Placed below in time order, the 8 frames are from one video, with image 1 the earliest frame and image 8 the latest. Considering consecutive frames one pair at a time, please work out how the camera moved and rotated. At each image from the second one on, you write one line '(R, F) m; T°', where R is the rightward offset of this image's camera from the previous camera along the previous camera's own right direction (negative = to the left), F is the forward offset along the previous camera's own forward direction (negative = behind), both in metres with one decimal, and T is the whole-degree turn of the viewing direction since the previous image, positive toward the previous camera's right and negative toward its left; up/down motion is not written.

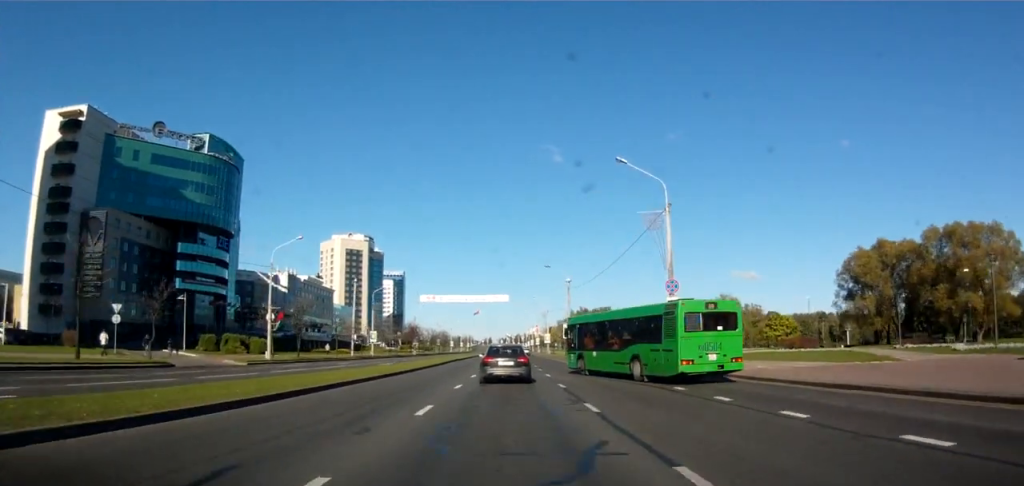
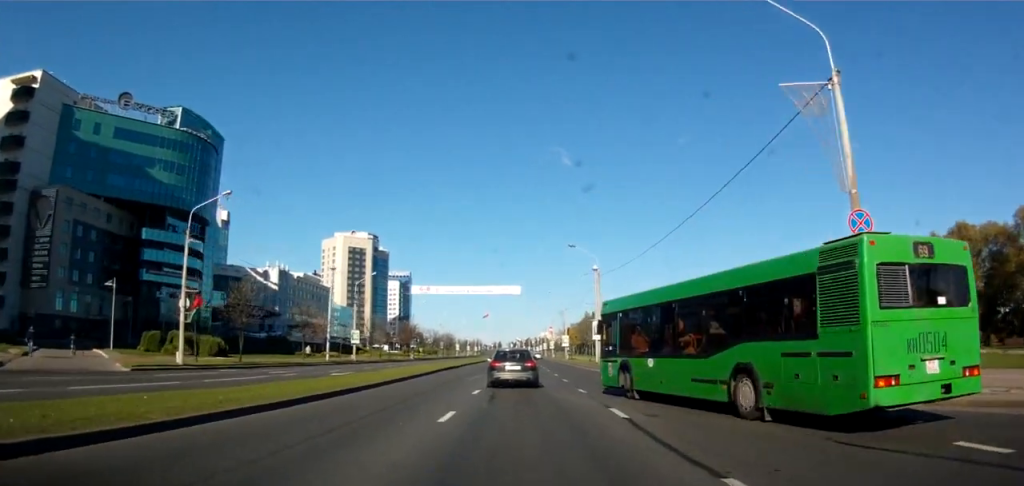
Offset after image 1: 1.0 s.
(-0.1, +16.7) m; -1°
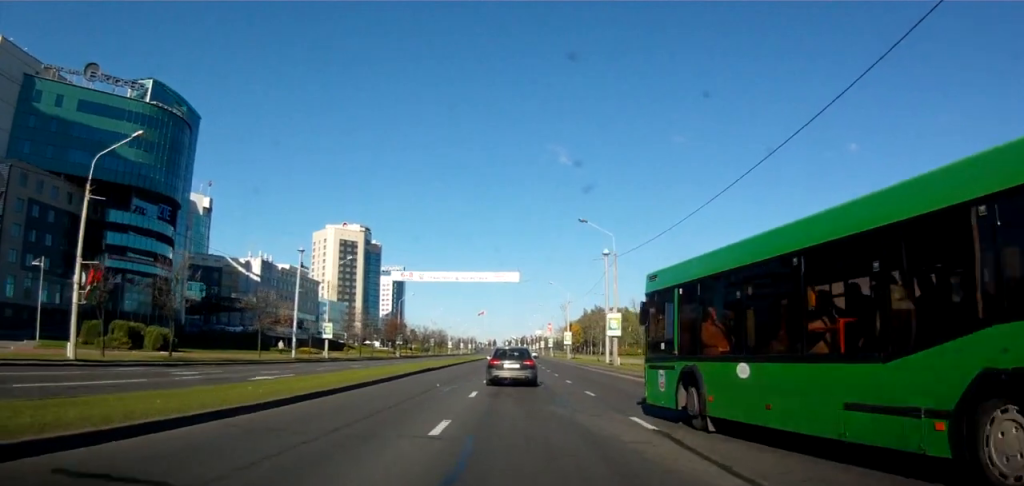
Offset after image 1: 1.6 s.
(0.0, +10.1) m; 0°
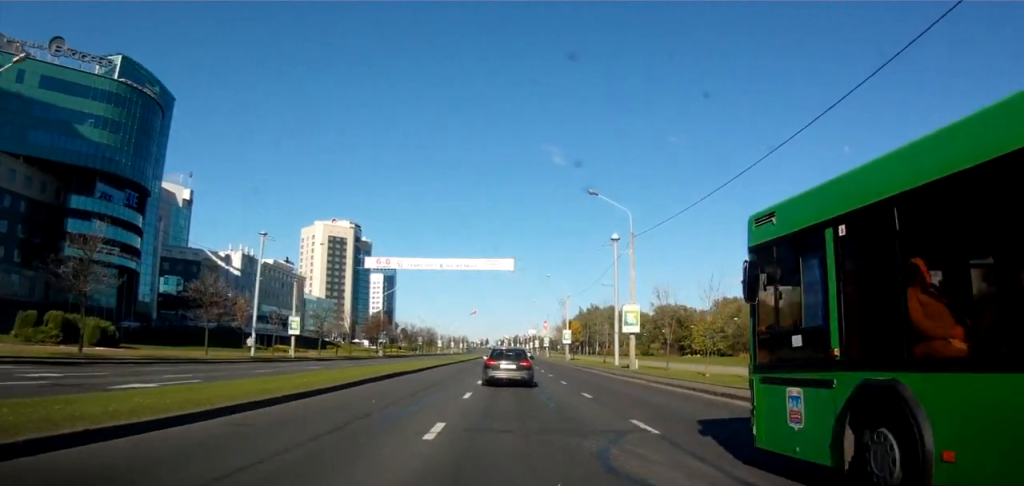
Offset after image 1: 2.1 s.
(-0.2, +8.1) m; +1°
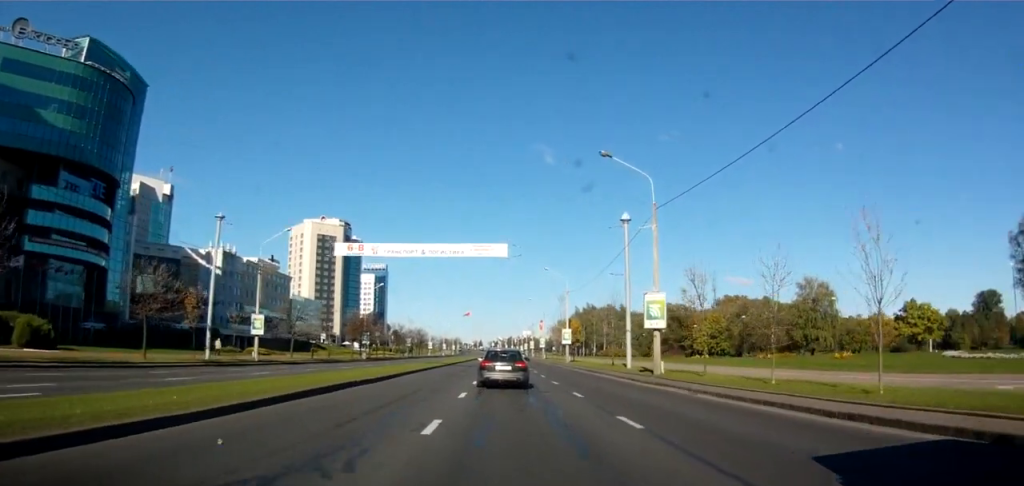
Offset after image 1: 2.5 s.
(-0.1, +7.4) m; +1°
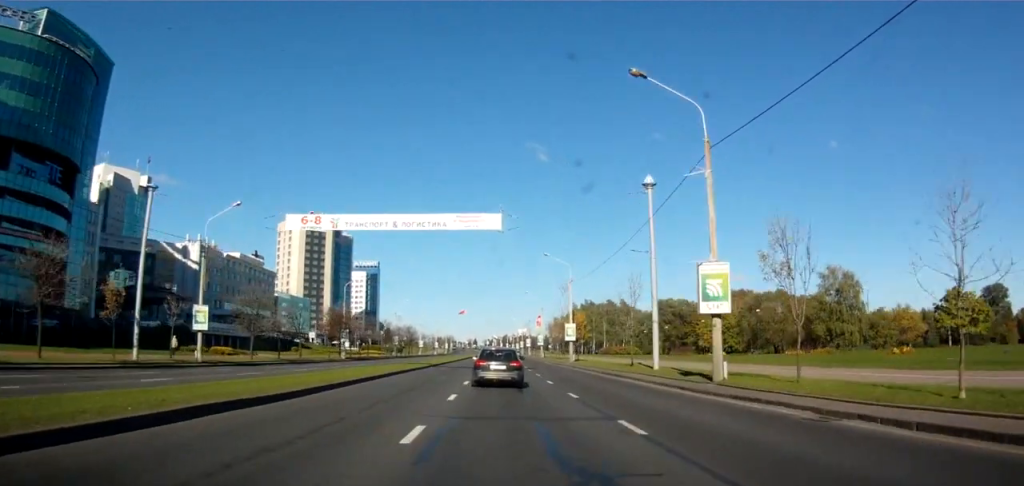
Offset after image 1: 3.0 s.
(+0.5, +8.8) m; +1°
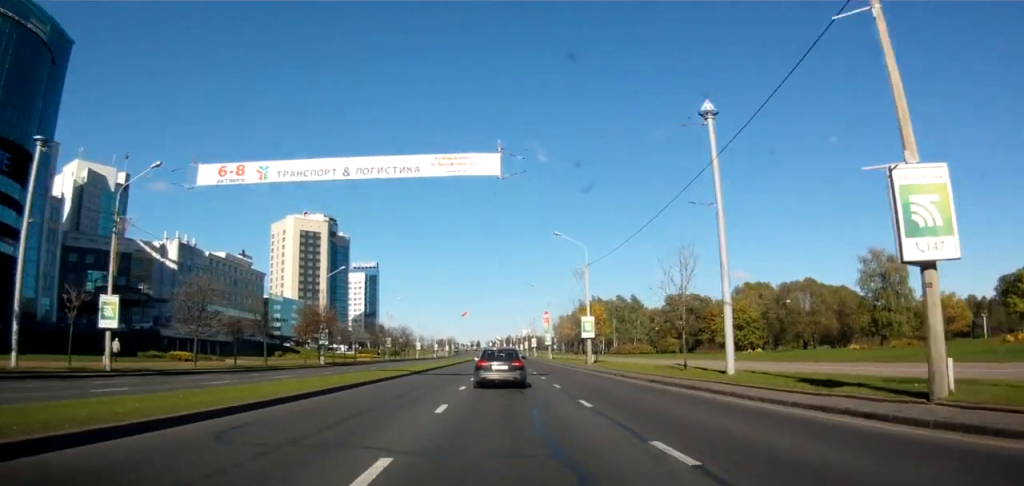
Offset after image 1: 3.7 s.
(+0.1, +10.9) m; 0°
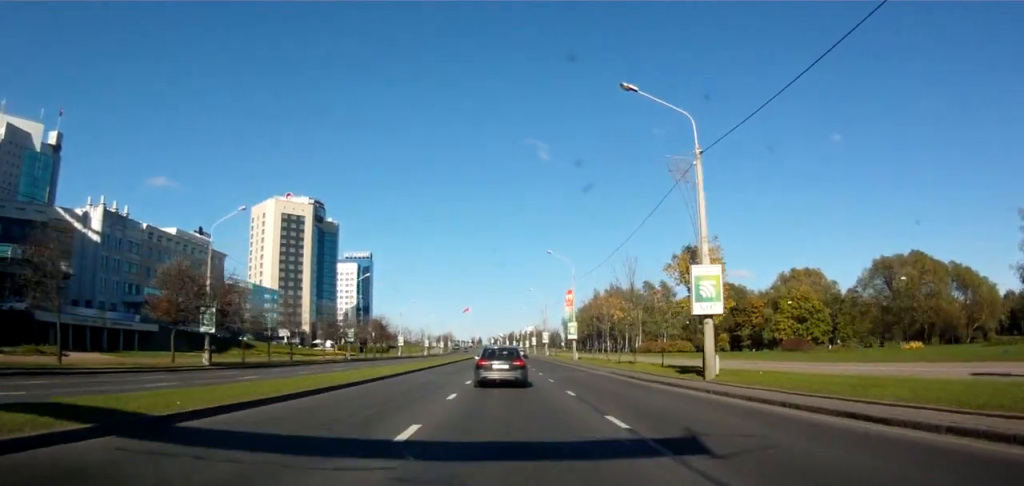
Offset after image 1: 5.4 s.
(-0.7, +28.7) m; -1°
